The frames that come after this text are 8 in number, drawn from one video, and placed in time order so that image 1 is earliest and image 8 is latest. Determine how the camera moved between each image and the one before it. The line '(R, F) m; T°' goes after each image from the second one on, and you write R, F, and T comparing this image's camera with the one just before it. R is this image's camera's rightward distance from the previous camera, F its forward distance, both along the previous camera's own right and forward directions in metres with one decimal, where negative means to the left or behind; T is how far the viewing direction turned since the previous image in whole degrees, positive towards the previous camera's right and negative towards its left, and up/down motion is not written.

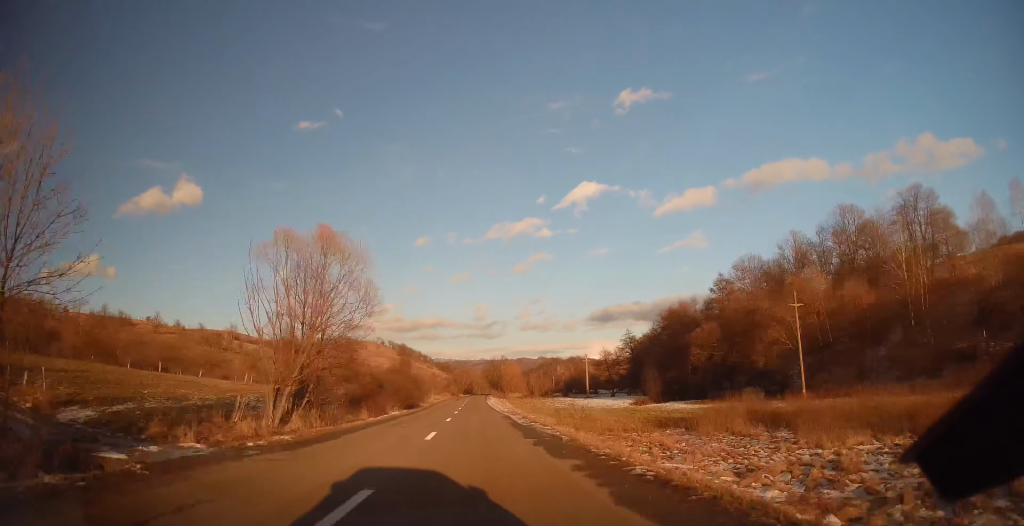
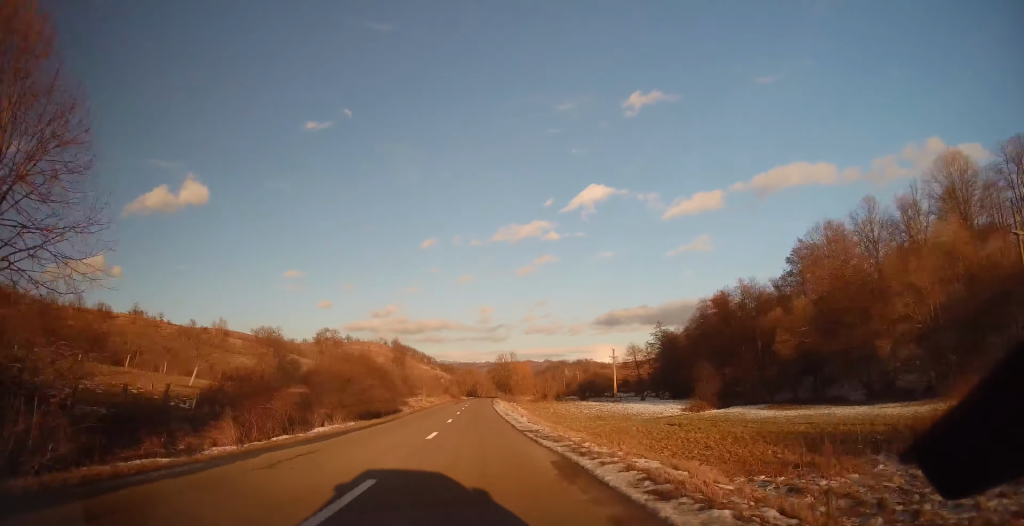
(+0.3, +22.1) m; 0°
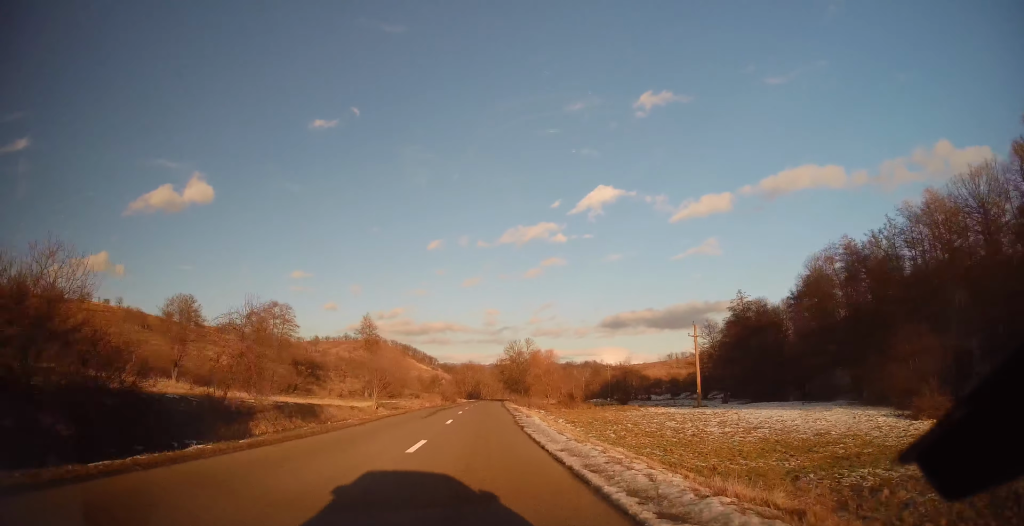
(-0.4, +39.4) m; -1°
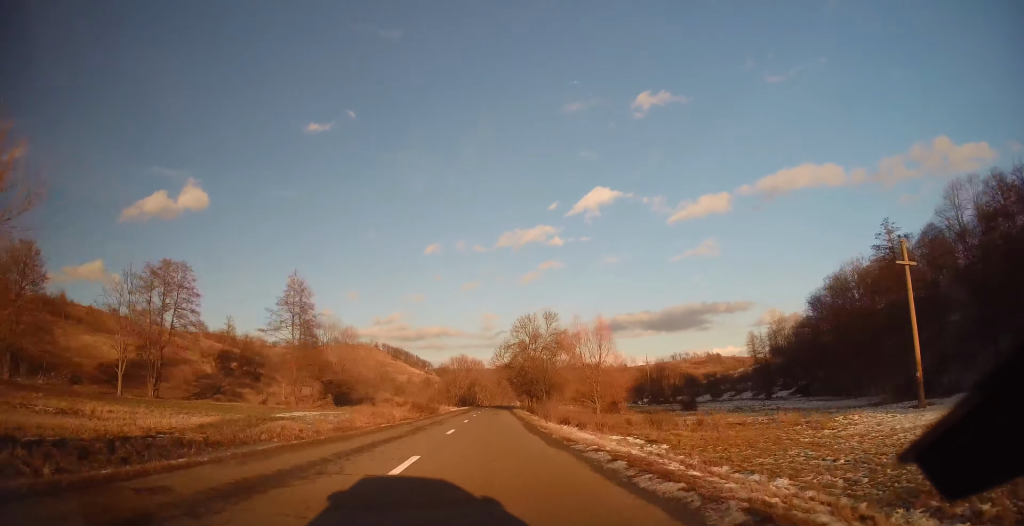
(+0.1, +37.6) m; 0°
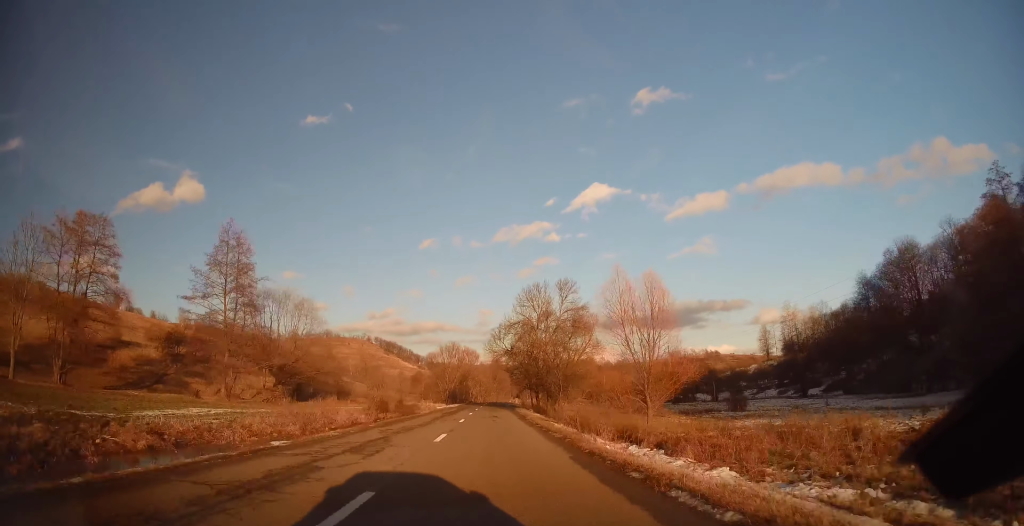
(0.0, +16.5) m; 0°
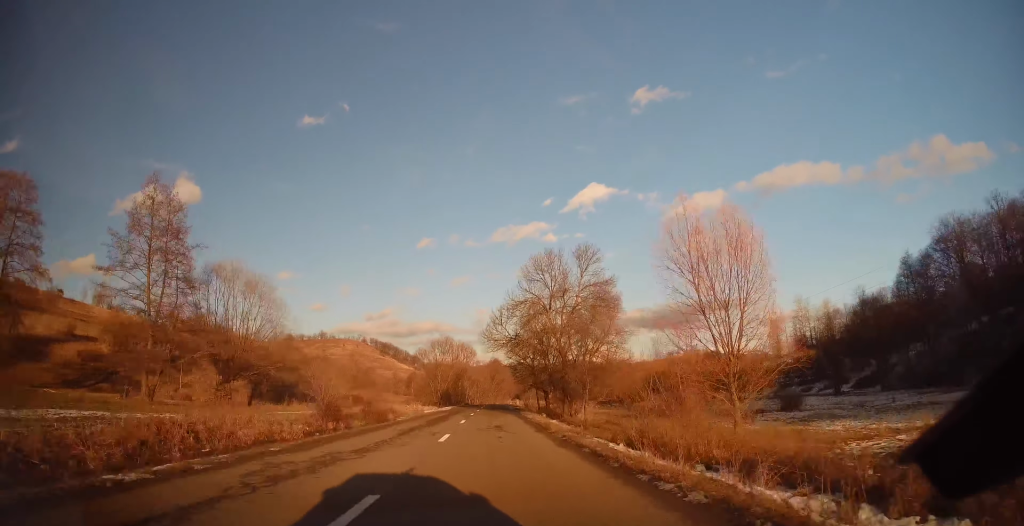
(0.0, +11.6) m; 0°
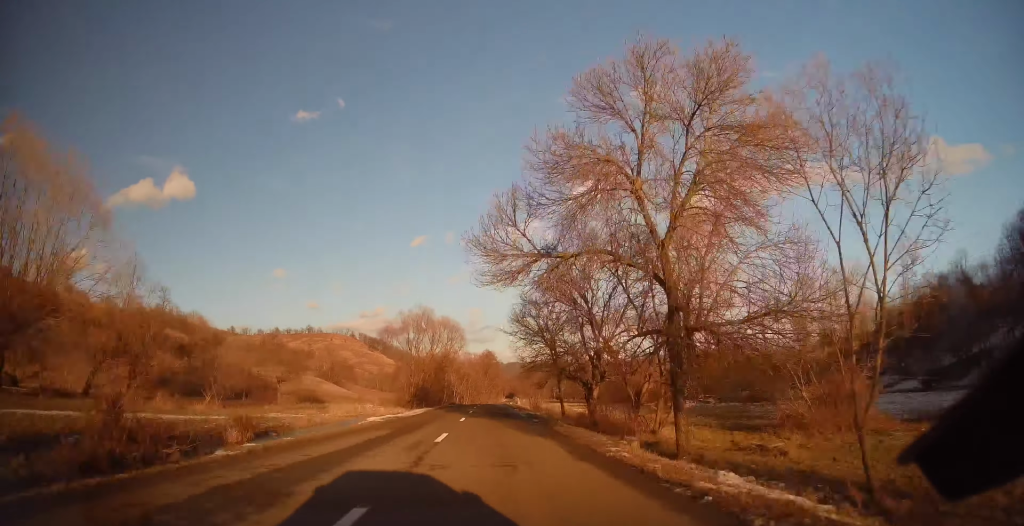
(+0.1, +24.0) m; +1°
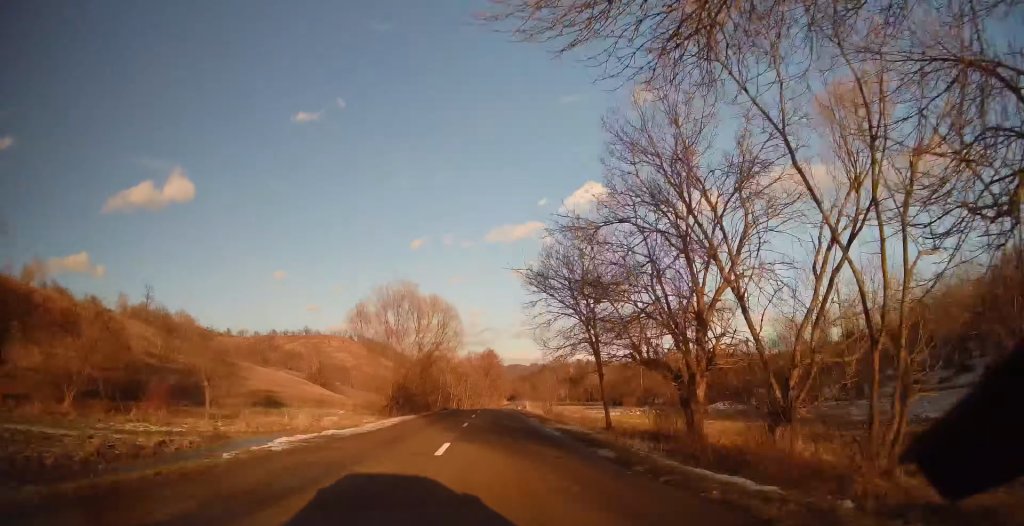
(+0.3, +14.1) m; 0°
